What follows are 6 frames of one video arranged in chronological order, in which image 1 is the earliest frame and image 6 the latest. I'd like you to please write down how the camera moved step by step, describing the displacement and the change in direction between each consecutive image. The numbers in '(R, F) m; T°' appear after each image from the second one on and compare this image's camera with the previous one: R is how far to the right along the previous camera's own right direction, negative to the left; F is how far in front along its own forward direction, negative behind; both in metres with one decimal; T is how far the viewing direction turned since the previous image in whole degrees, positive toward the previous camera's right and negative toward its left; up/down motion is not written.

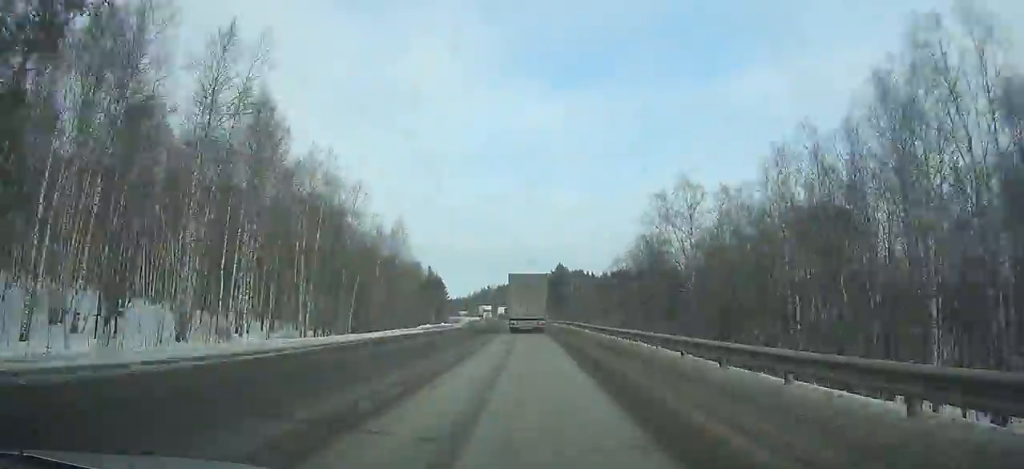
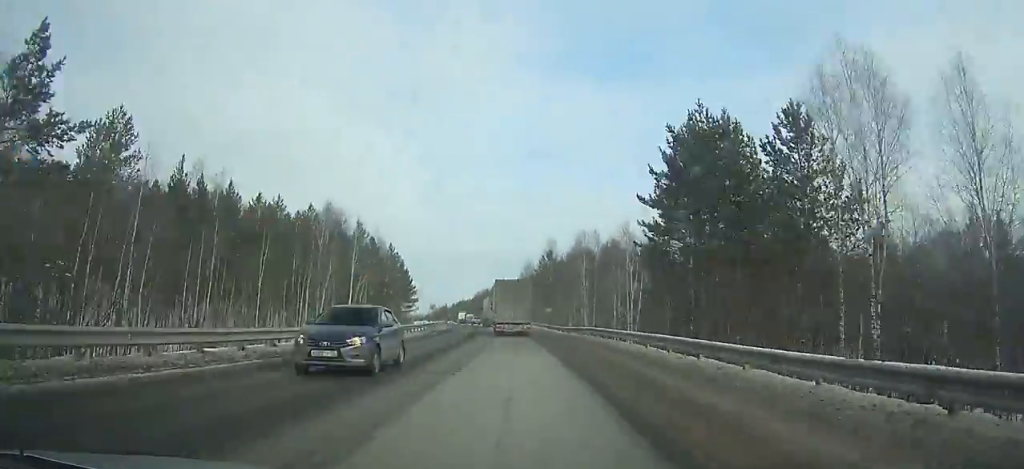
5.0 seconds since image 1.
(-2.0, +97.4) m; -4°
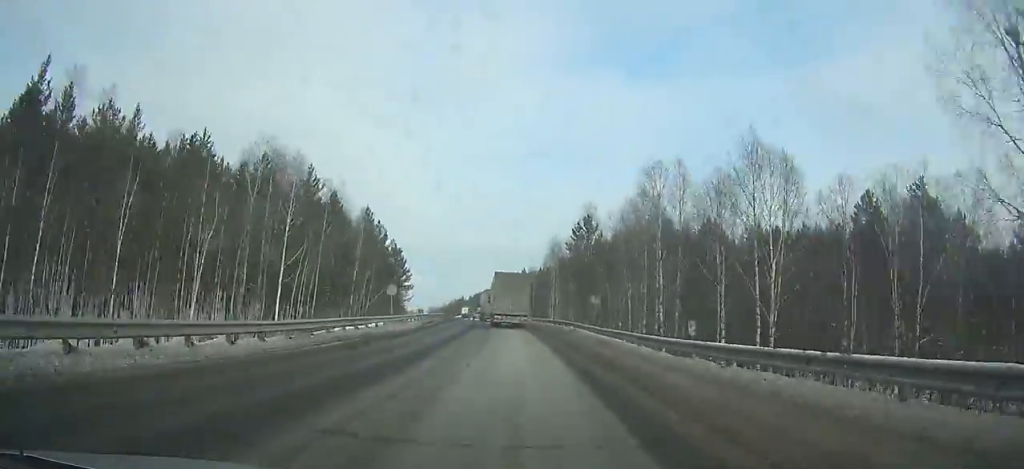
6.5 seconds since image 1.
(+0.2, +28.9) m; -2°
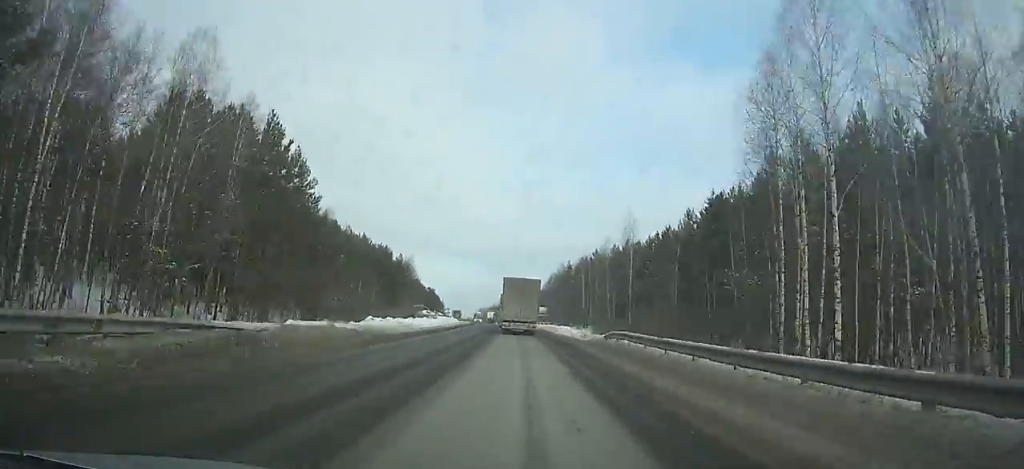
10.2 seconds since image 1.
(-3.7, +70.2) m; -5°
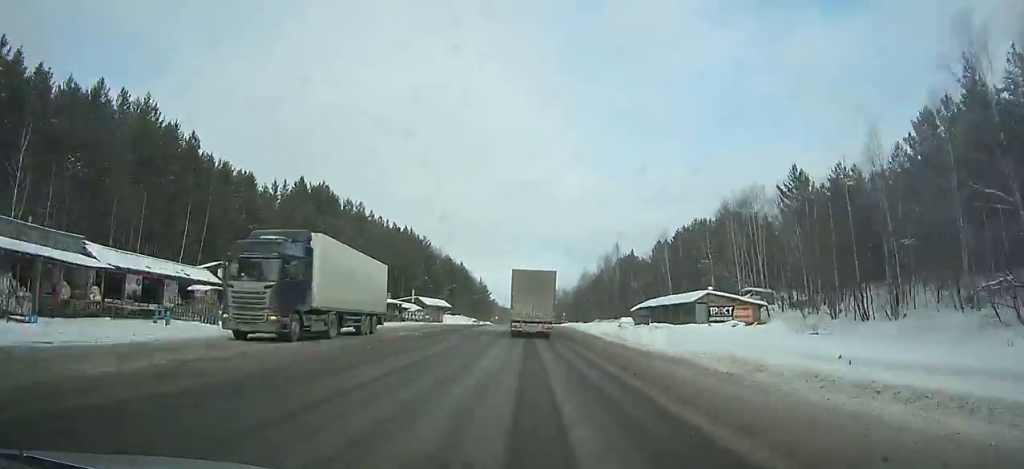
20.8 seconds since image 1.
(-17.4, +194.0) m; -8°
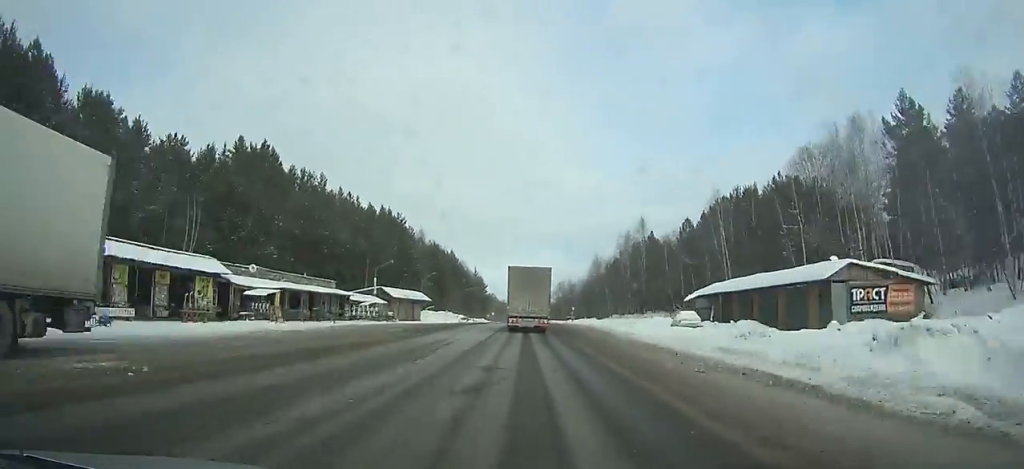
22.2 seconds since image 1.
(-0.1, +25.1) m; 0°
